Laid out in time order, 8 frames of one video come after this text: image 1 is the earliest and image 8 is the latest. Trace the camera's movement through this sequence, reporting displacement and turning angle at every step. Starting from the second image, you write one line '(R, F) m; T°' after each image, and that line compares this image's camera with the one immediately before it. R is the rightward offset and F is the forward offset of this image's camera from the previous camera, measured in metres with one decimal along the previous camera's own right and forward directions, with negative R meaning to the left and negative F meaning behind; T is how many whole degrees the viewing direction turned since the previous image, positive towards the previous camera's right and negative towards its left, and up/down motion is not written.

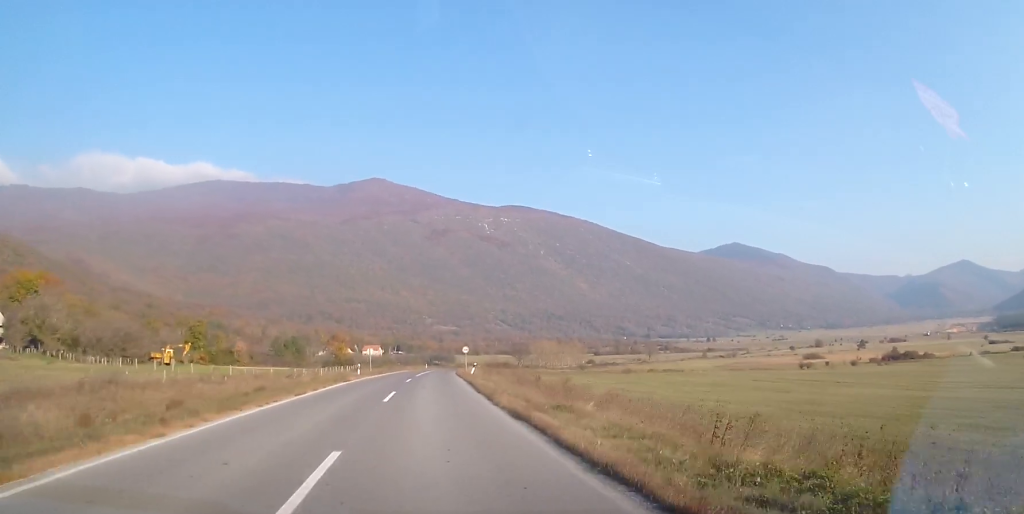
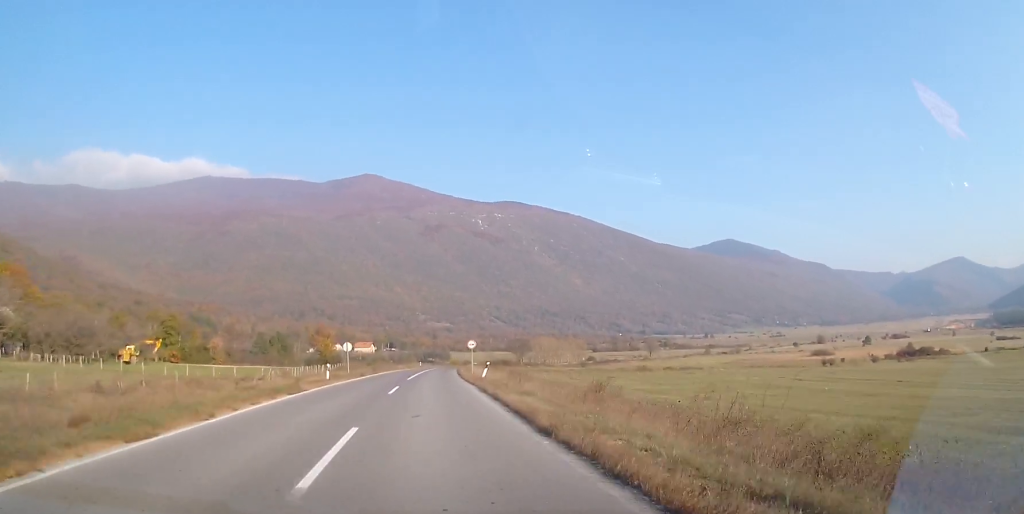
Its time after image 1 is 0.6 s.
(0.0, +12.5) m; 0°
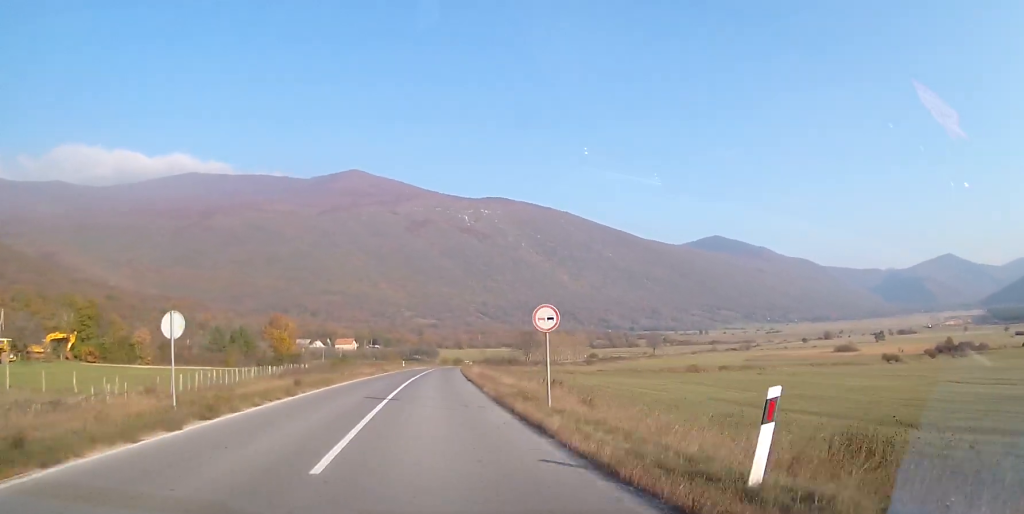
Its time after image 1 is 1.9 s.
(+0.6, +28.4) m; +2°
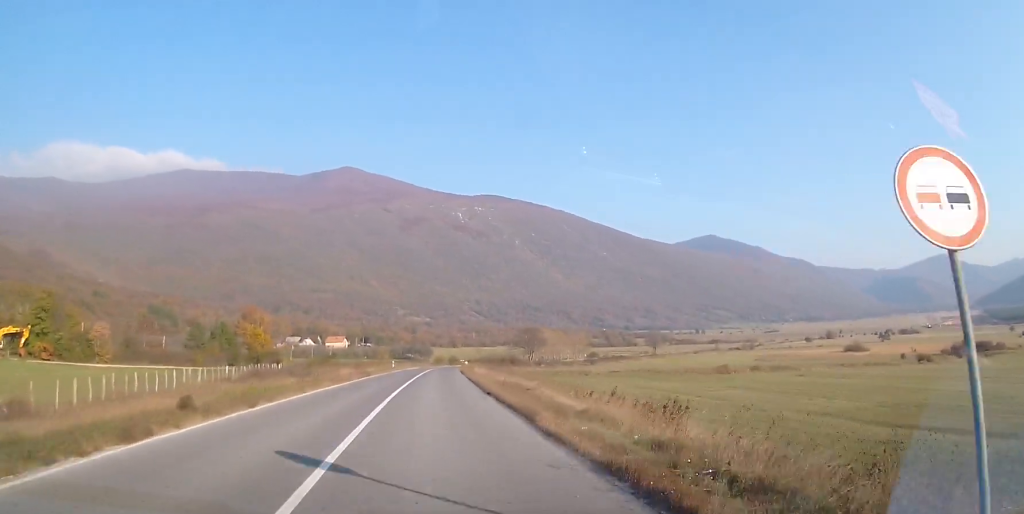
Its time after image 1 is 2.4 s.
(0.0, +11.4) m; +1°
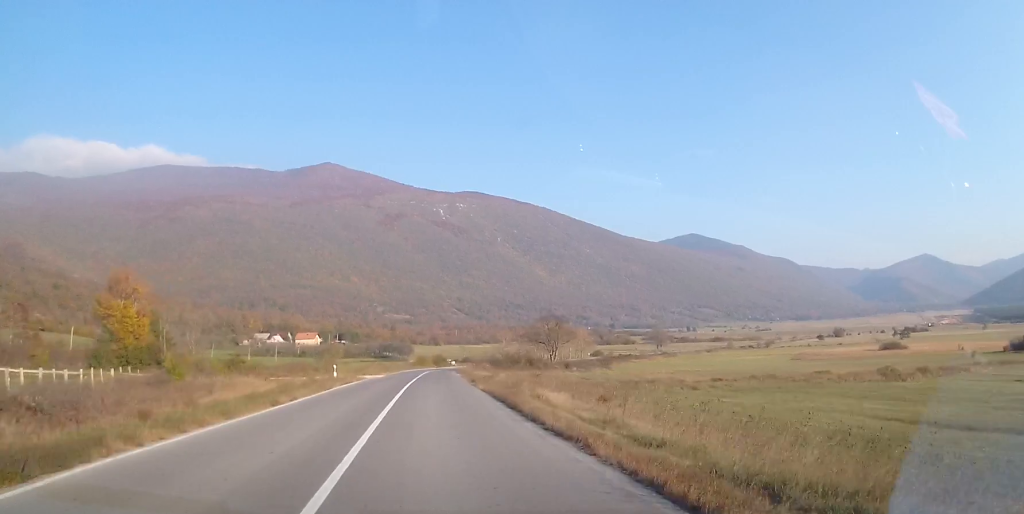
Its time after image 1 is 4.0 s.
(+0.8, +34.3) m; +3°
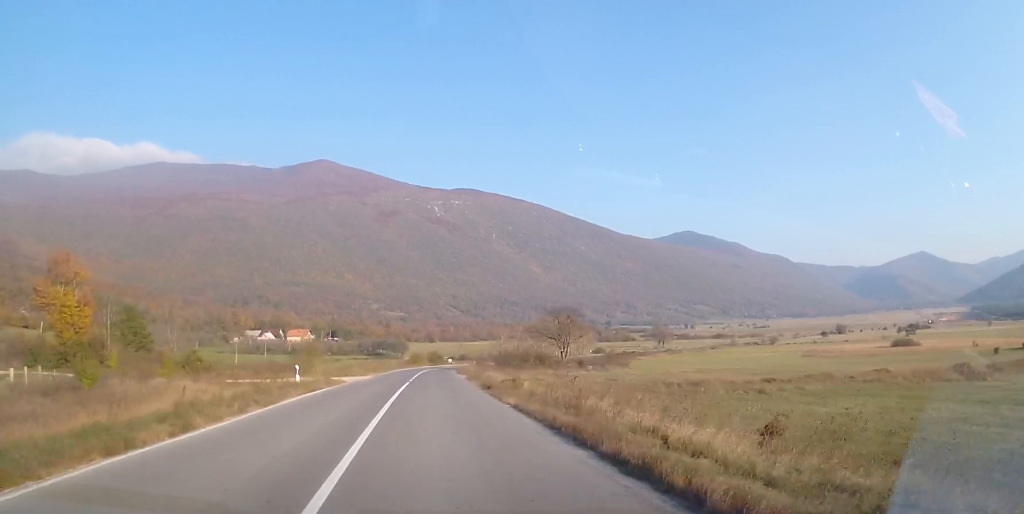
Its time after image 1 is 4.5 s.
(+0.1, +9.1) m; 0°
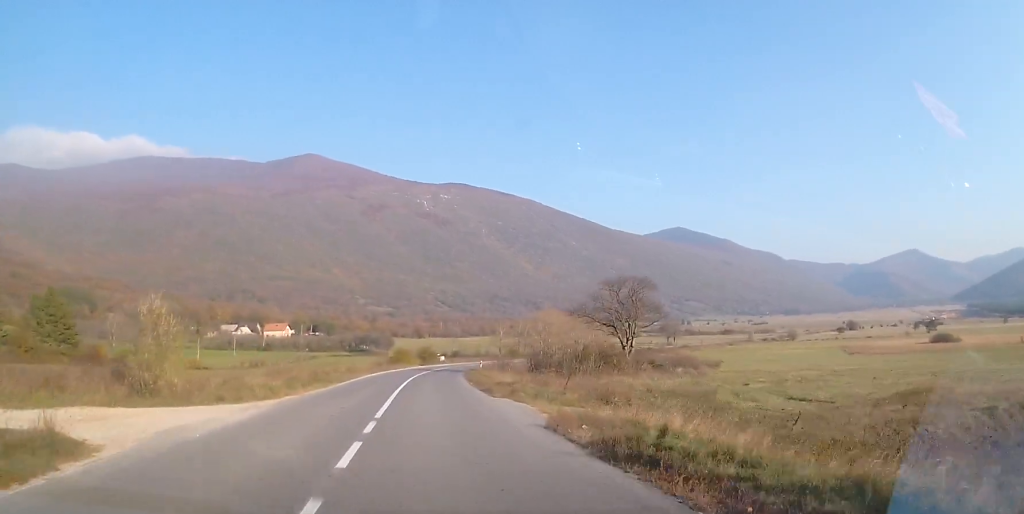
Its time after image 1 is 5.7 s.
(+0.2, +25.9) m; 0°
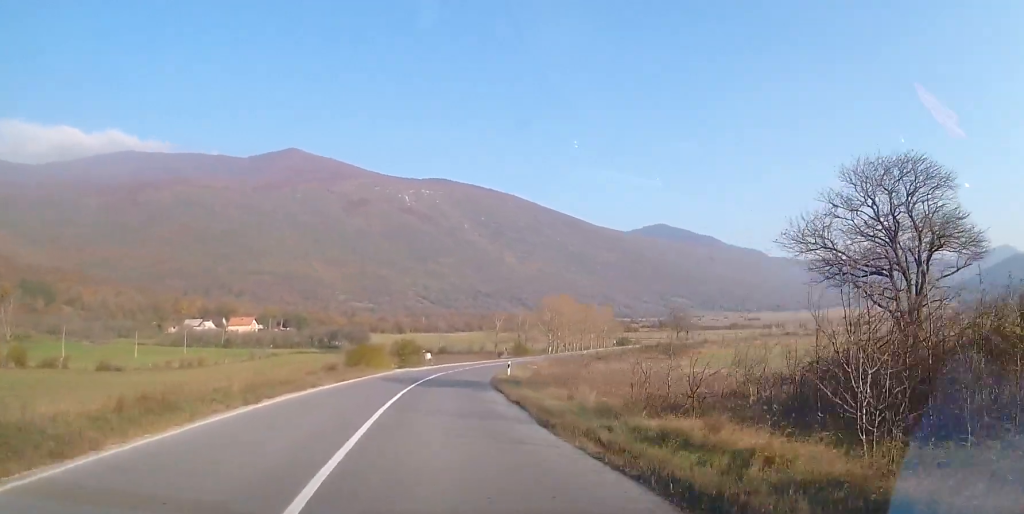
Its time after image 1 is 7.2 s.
(+0.3, +31.1) m; +3°
